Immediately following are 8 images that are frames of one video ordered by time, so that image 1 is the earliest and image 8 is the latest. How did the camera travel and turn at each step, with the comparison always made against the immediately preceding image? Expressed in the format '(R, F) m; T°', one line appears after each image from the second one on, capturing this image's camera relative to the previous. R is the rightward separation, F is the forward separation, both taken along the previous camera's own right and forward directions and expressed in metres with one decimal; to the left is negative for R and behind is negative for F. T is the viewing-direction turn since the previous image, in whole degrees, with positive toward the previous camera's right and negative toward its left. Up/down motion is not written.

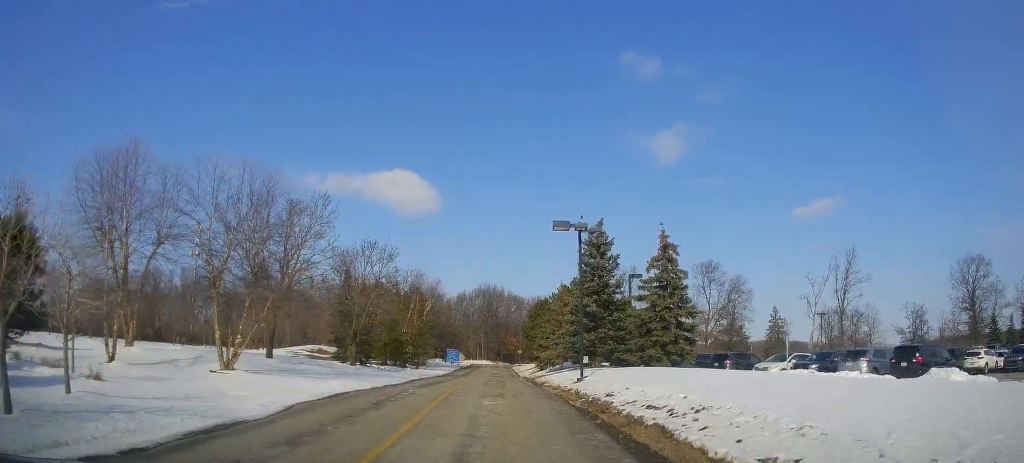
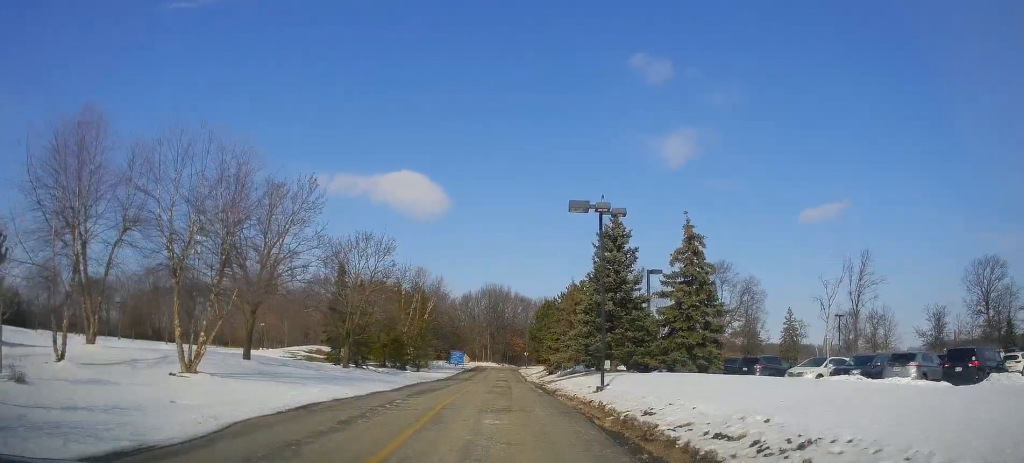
(0.0, +2.7) m; -1°
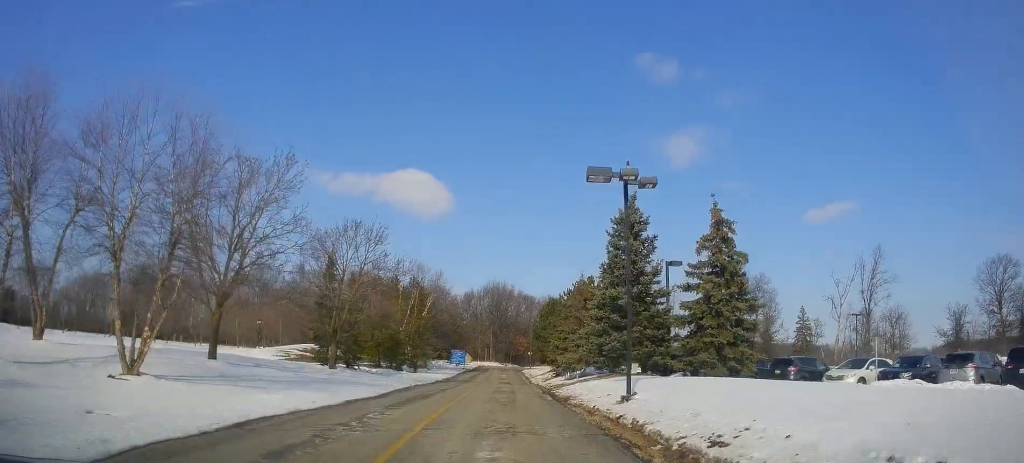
(0.0, +3.1) m; 0°
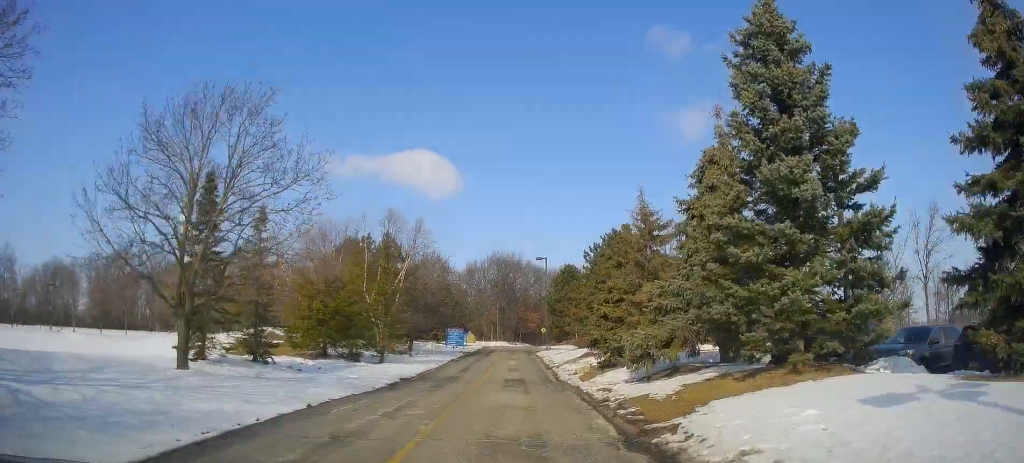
(+0.5, +15.4) m; +2°
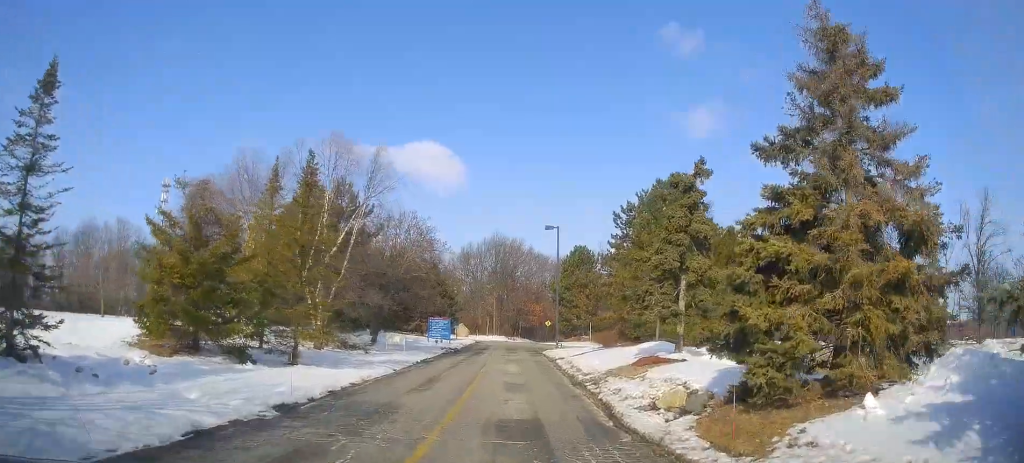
(-0.6, +14.5) m; -2°
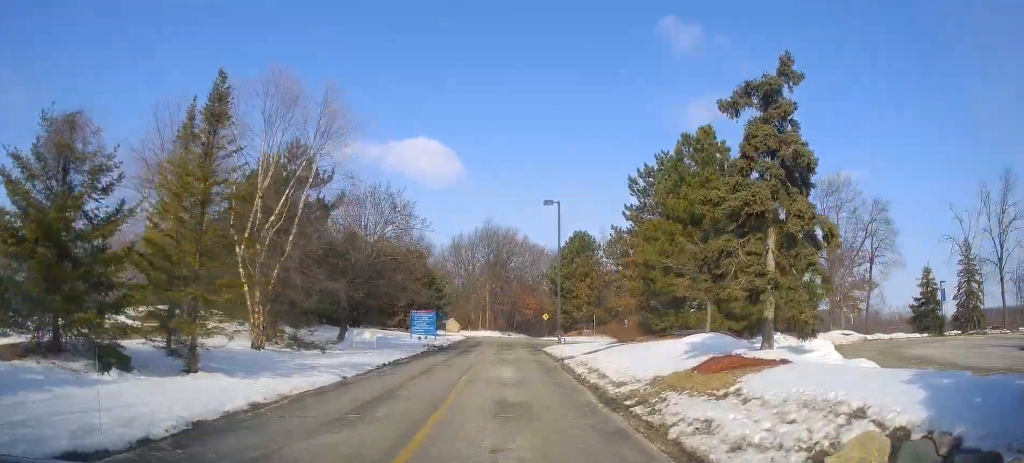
(+0.6, +7.0) m; 0°
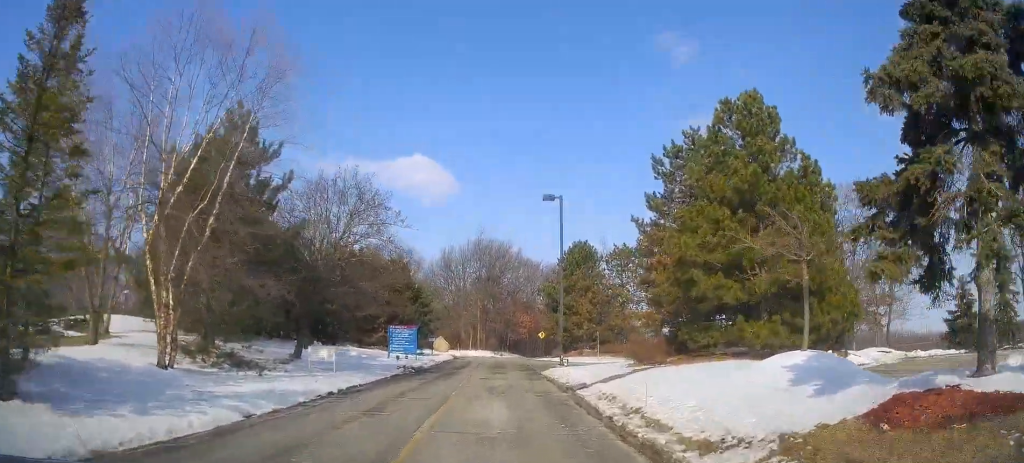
(-0.5, +6.2) m; 0°
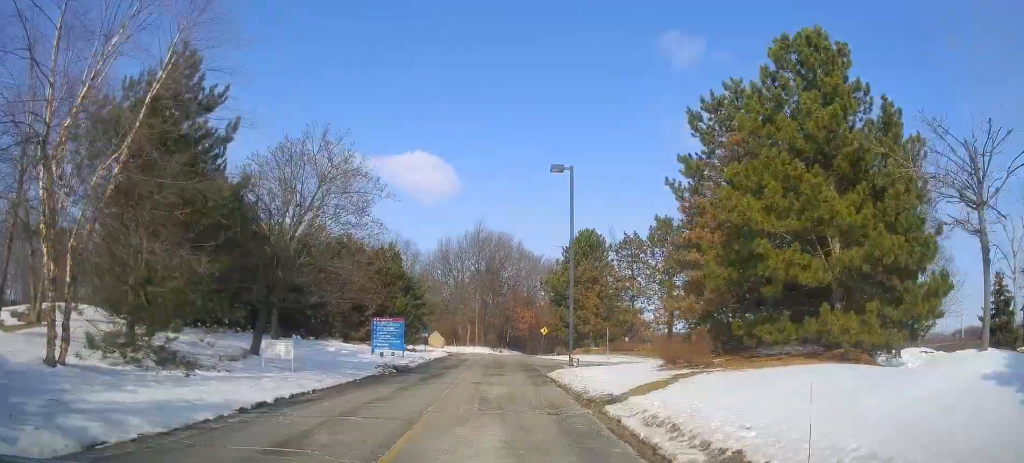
(0.0, +4.9) m; +1°
